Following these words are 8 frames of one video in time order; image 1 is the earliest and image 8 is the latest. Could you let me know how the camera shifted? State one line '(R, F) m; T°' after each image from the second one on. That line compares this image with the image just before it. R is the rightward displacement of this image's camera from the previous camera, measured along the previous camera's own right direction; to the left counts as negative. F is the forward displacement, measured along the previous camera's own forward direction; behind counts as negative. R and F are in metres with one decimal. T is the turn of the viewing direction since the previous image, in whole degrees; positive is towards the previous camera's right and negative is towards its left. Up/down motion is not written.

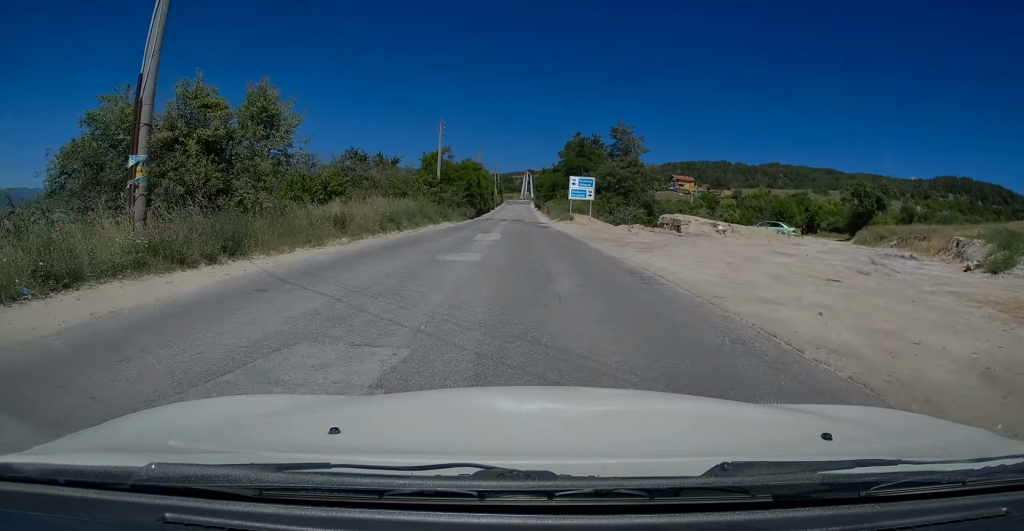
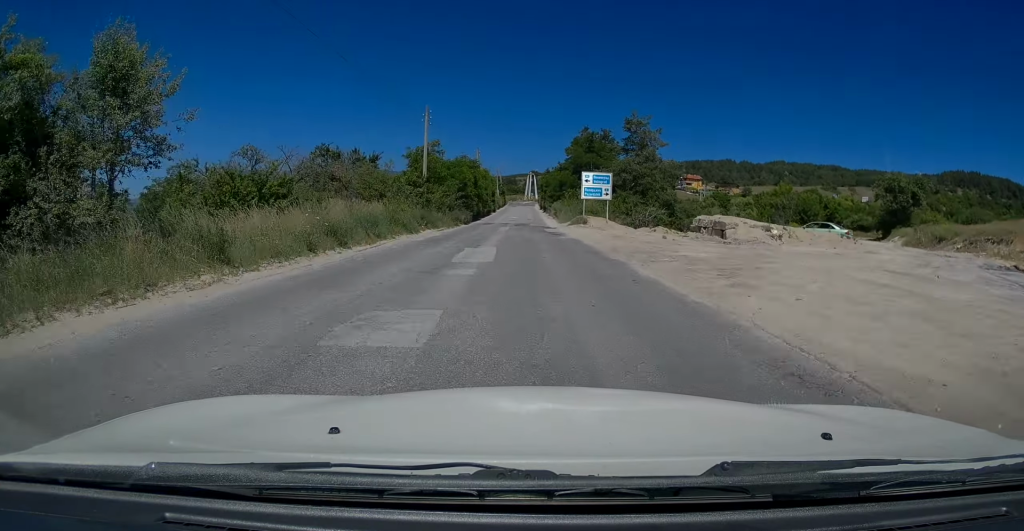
(-0.2, +7.3) m; 0°
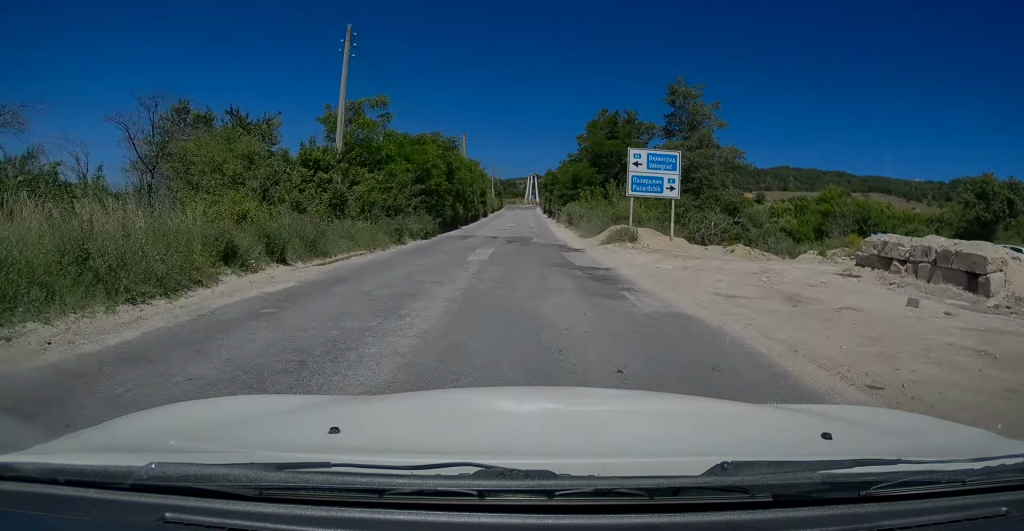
(0.0, +16.8) m; 0°
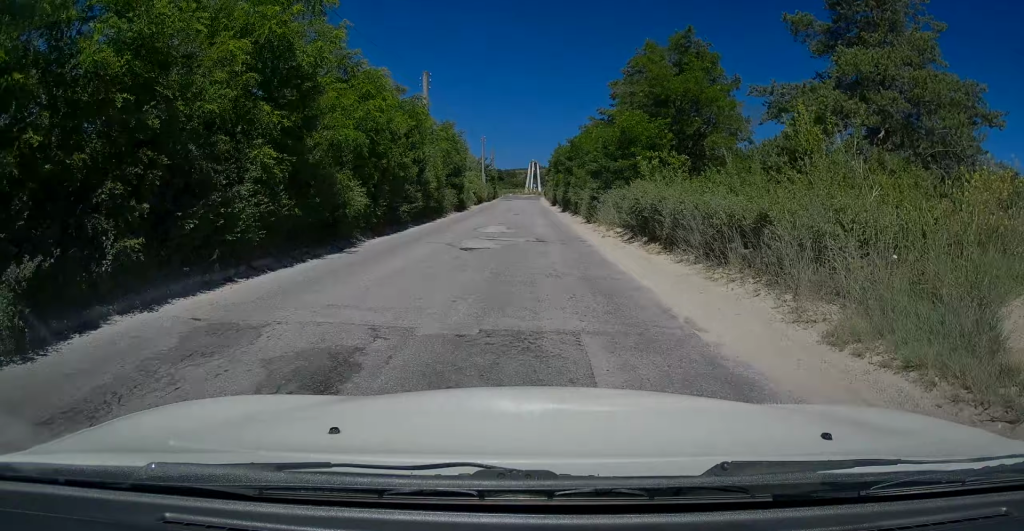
(-0.1, +22.5) m; 0°
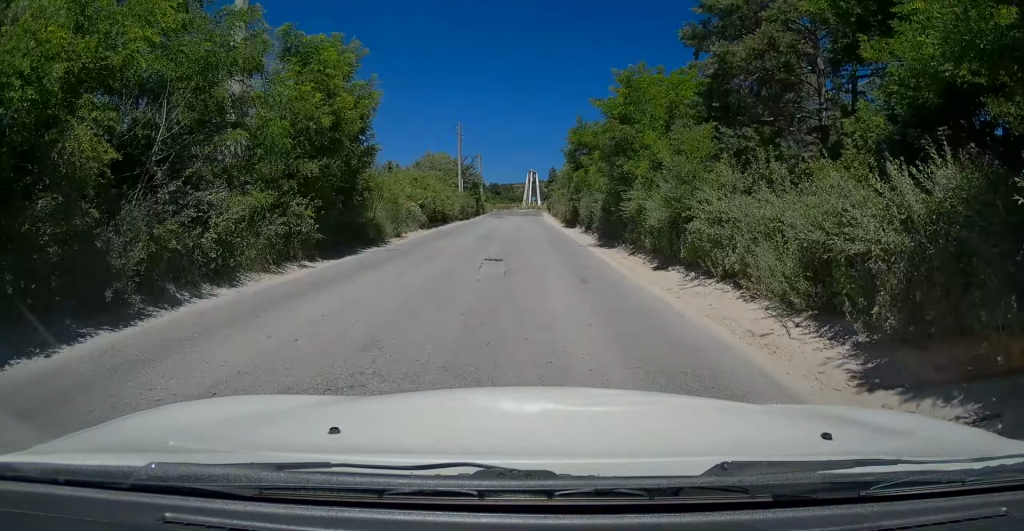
(+0.4, +22.2) m; +1°
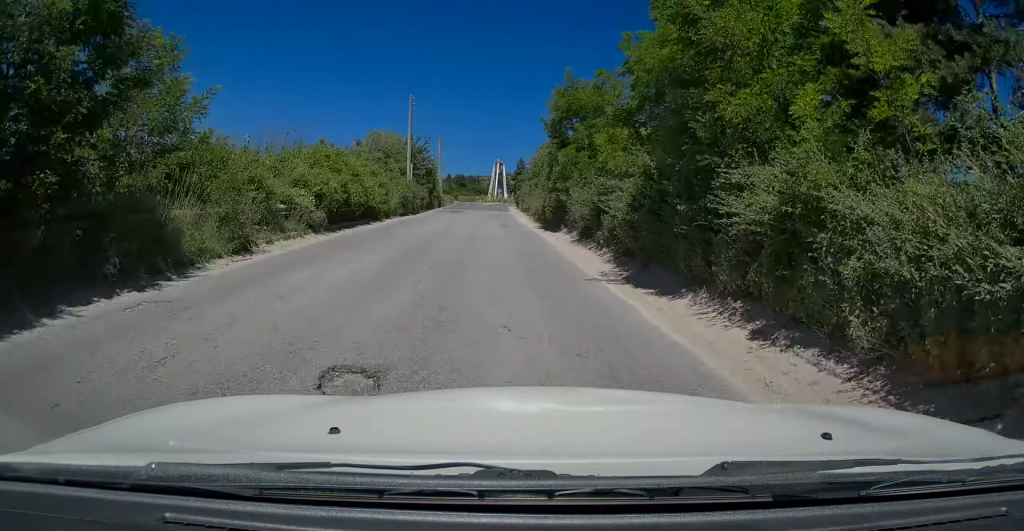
(-0.1, +9.1) m; 0°
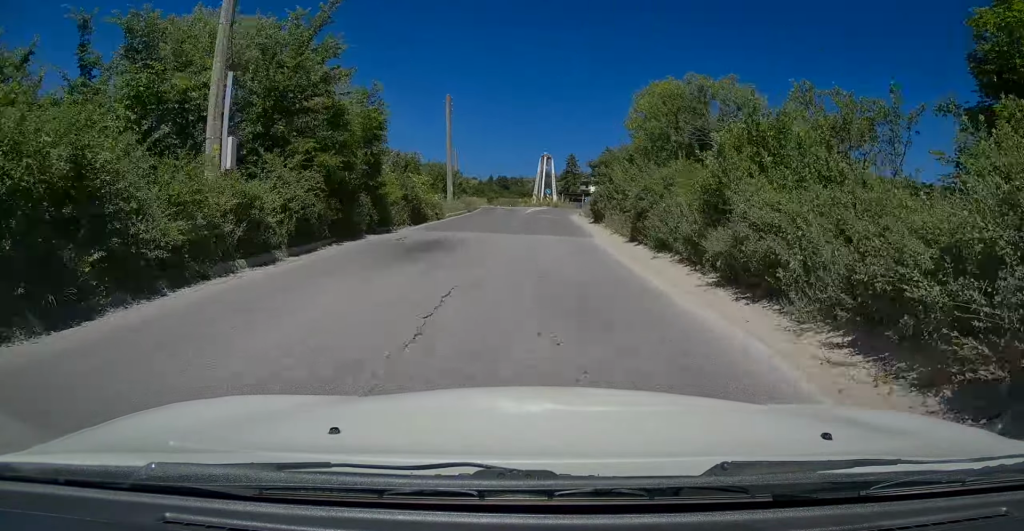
(0.0, +29.6) m; 0°
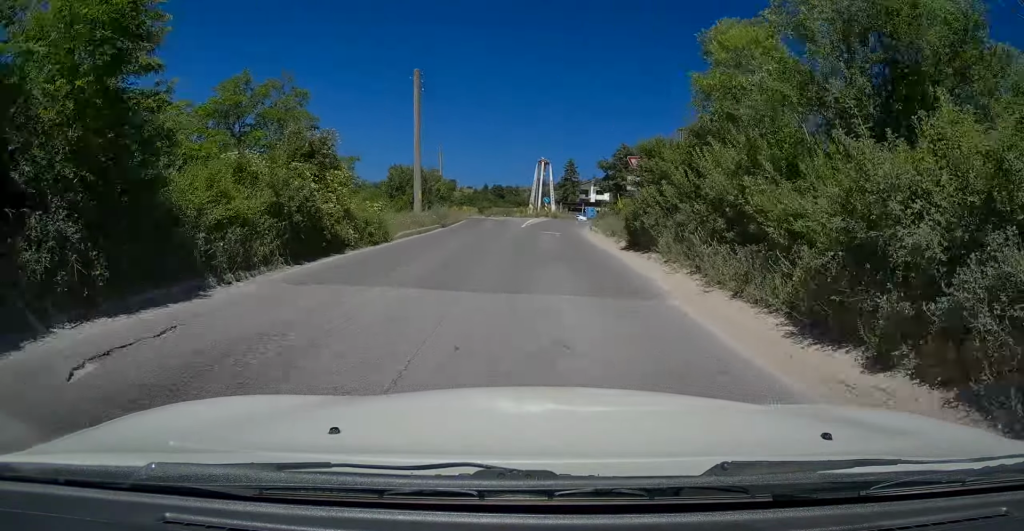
(0.0, +10.5) m; 0°
